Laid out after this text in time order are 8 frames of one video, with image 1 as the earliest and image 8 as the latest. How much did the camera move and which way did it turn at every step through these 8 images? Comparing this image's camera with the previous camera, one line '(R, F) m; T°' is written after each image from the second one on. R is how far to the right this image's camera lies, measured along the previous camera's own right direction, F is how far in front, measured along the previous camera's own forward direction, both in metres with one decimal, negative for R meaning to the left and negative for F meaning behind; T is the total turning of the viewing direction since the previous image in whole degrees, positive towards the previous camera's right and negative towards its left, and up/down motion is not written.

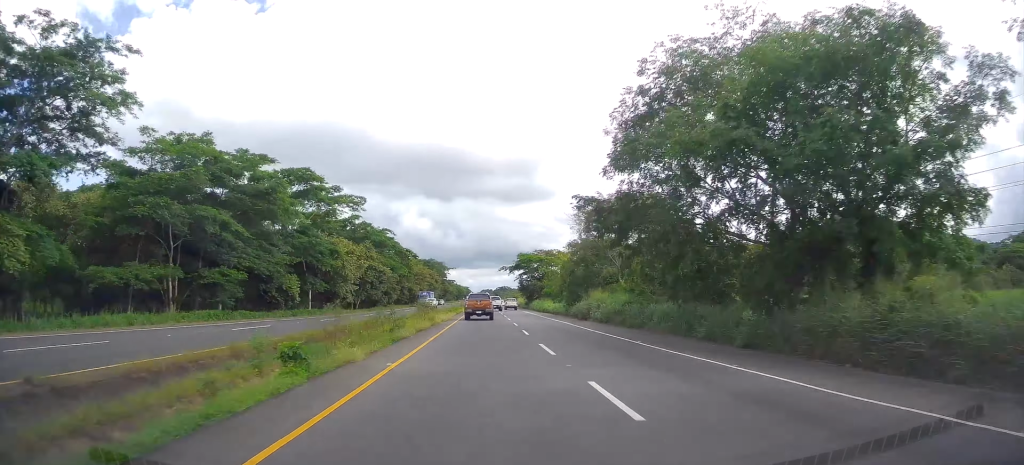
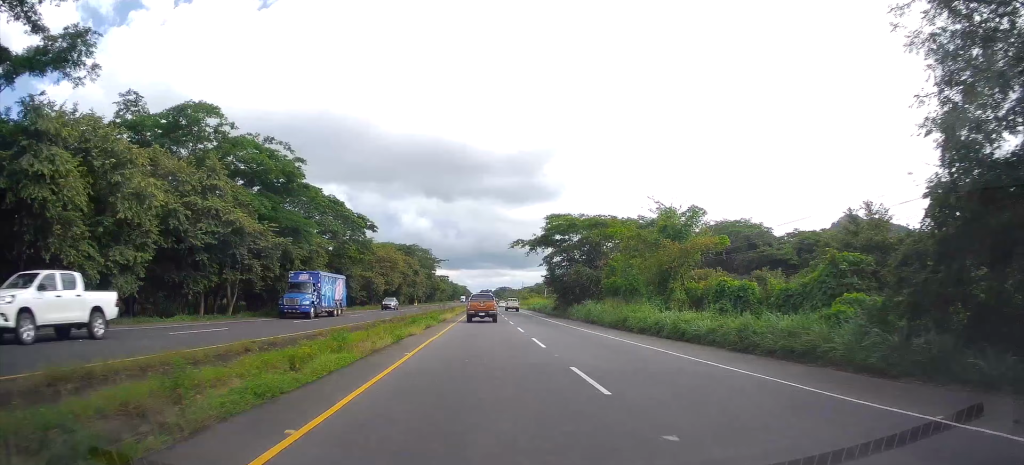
(+0.2, +46.7) m; +1°
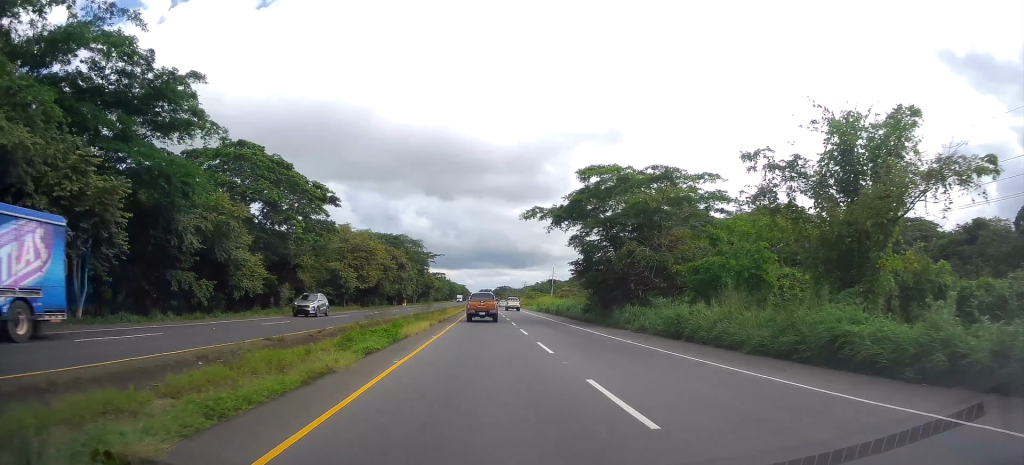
(-0.1, +19.6) m; 0°
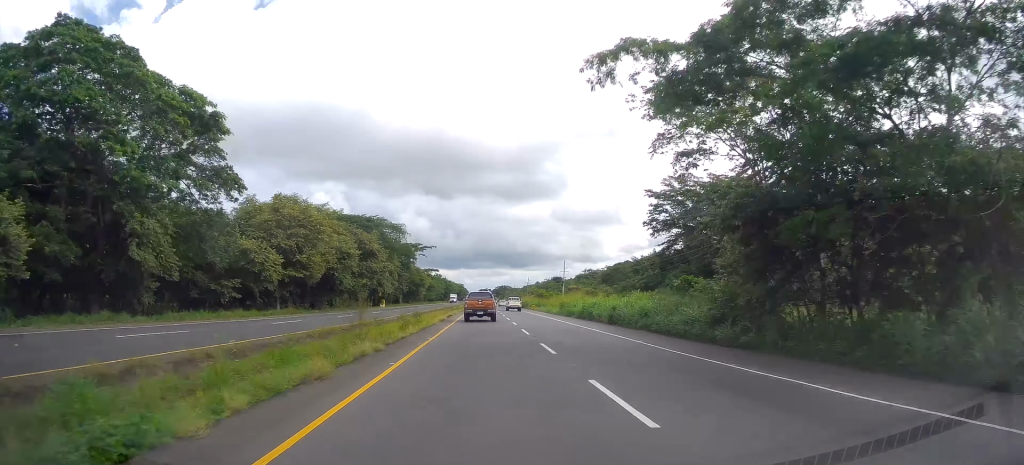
(+0.3, +25.6) m; 0°
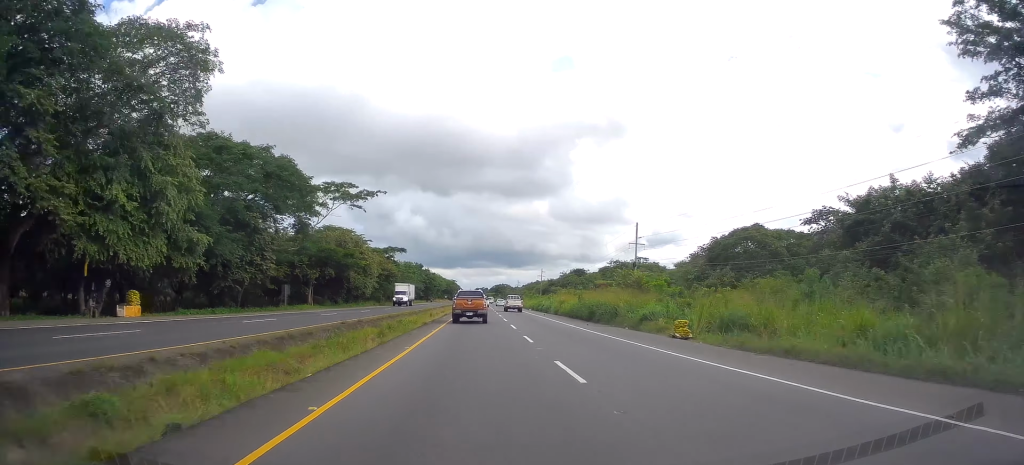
(-0.3, +73.3) m; 0°
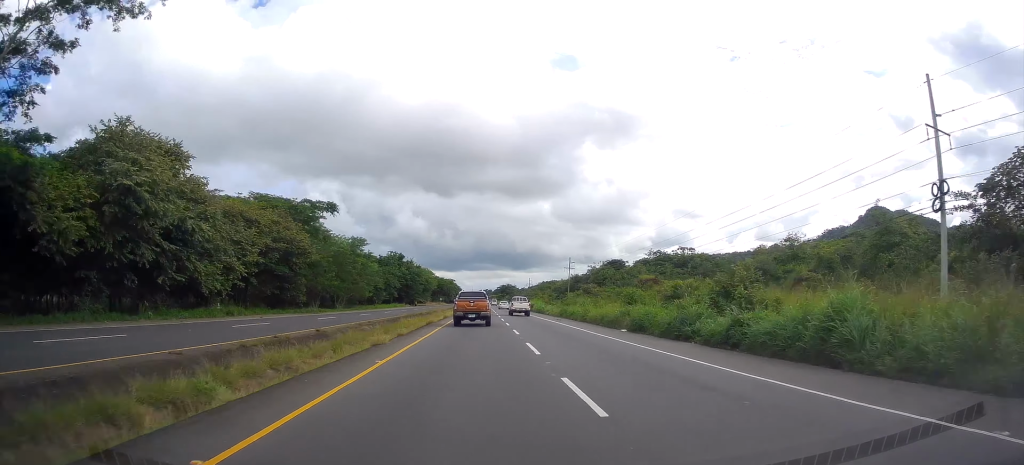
(+0.3, +55.3) m; 0°
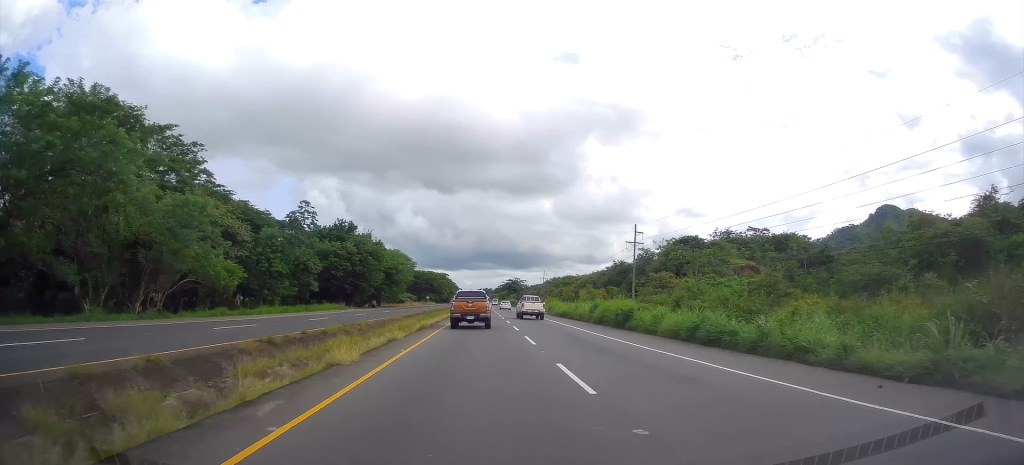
(-0.1, +56.7) m; 0°
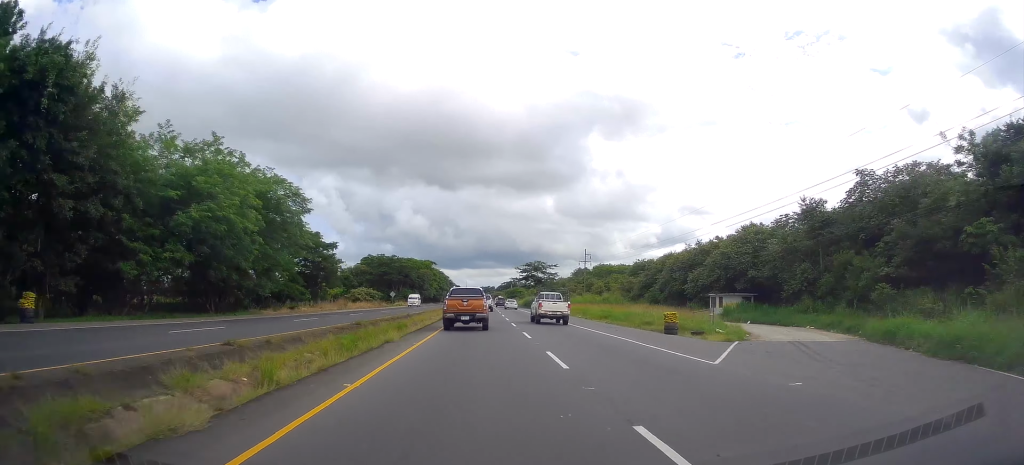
(-0.3, +74.2) m; -1°
